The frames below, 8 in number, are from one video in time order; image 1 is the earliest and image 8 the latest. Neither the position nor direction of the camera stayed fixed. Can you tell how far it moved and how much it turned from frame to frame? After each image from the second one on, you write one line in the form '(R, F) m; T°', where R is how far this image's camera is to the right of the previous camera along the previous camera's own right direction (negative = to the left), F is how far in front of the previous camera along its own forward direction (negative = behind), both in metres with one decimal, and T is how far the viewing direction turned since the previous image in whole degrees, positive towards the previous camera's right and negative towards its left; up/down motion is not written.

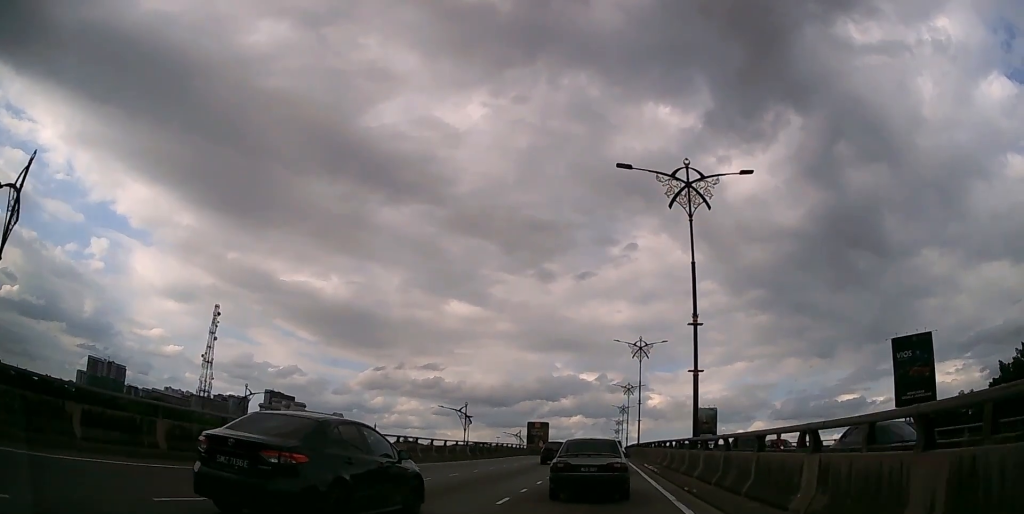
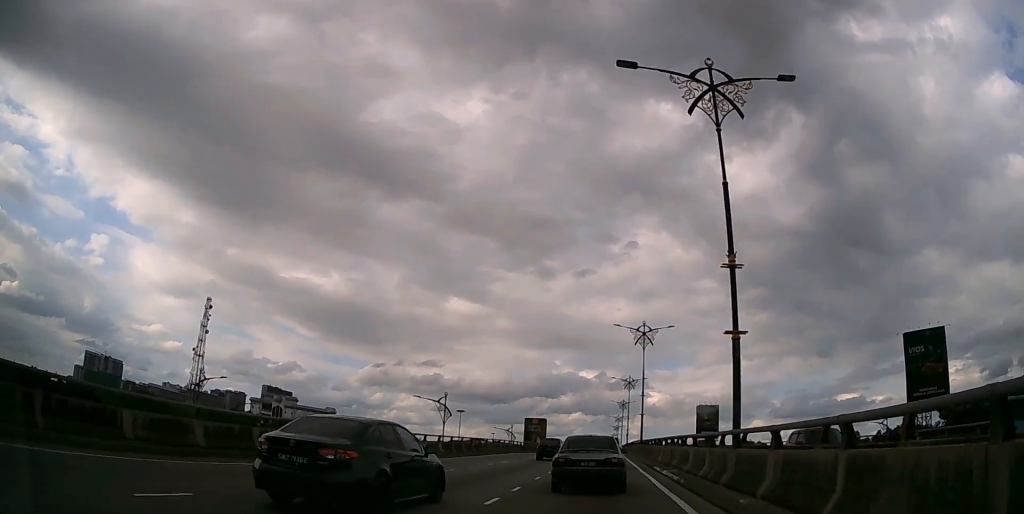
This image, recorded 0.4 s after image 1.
(0.0, +6.8) m; 0°
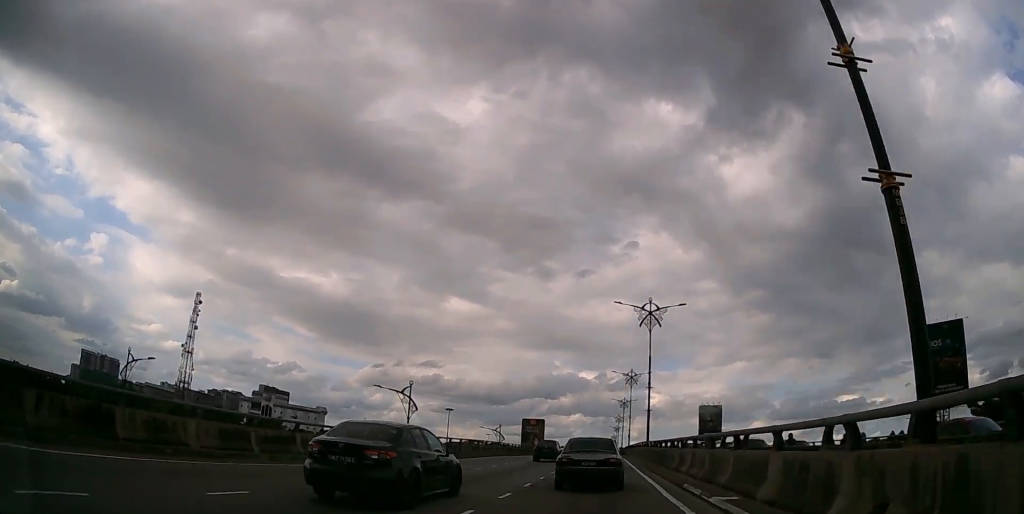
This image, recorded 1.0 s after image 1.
(0.0, +9.0) m; 0°
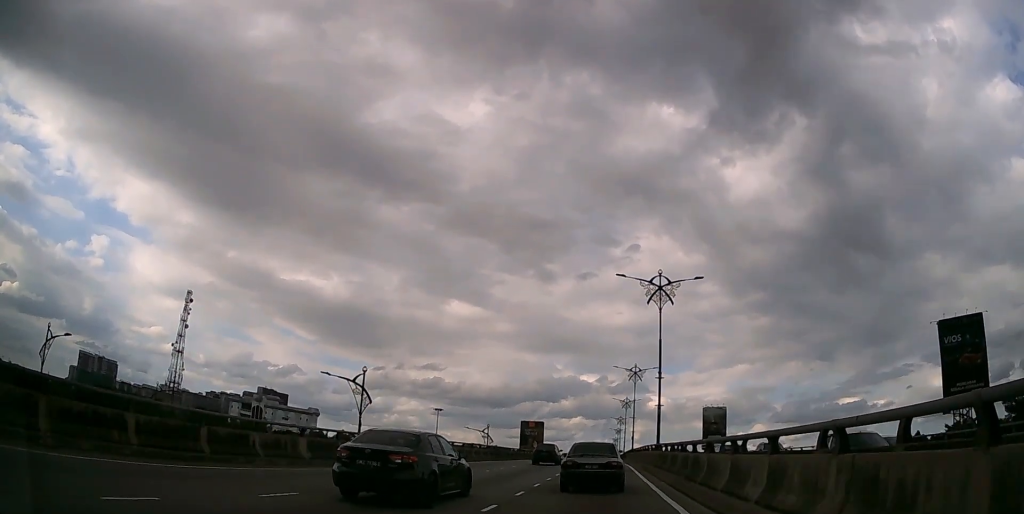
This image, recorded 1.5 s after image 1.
(0.0, +8.8) m; 0°
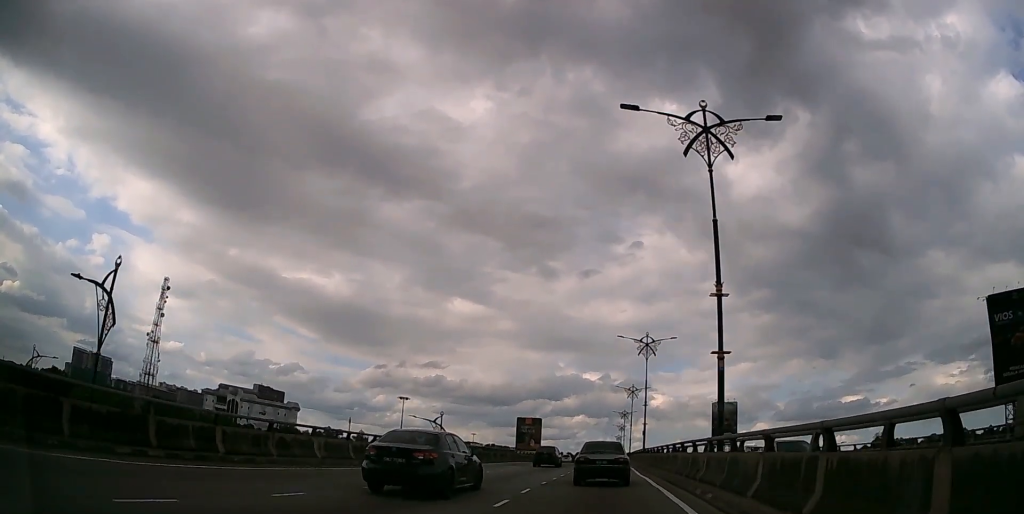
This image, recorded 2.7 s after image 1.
(0.0, +20.8) m; 0°
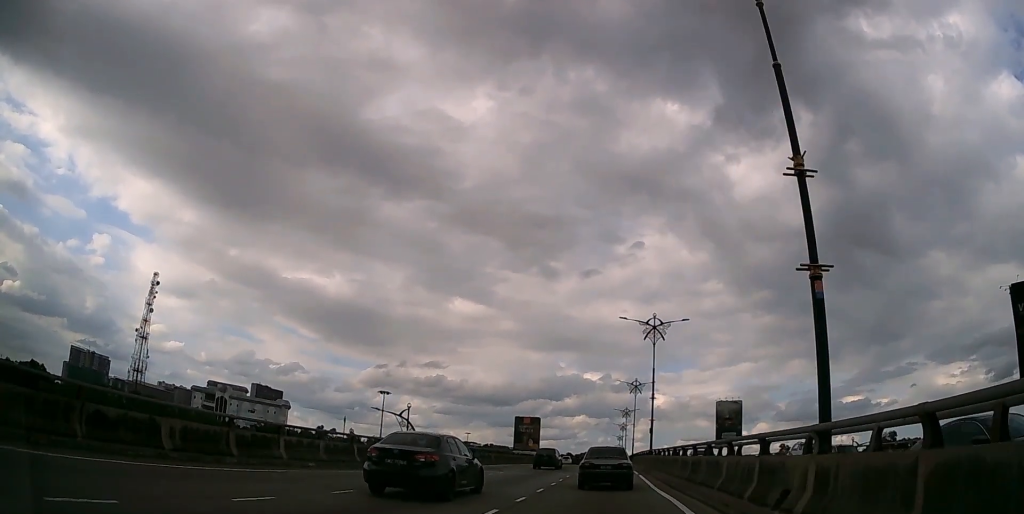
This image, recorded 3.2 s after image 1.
(0.0, +8.0) m; 0°
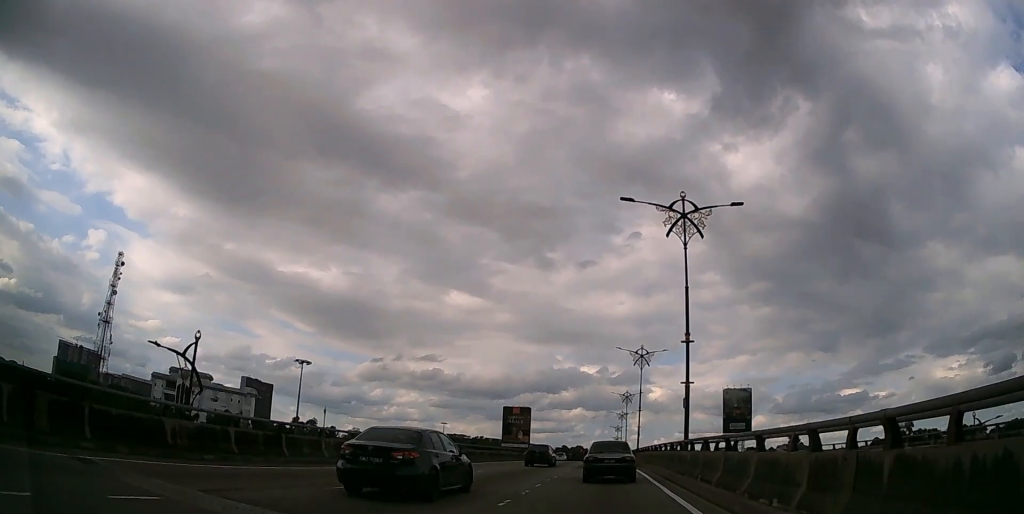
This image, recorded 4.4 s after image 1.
(0.0, +23.5) m; 0°
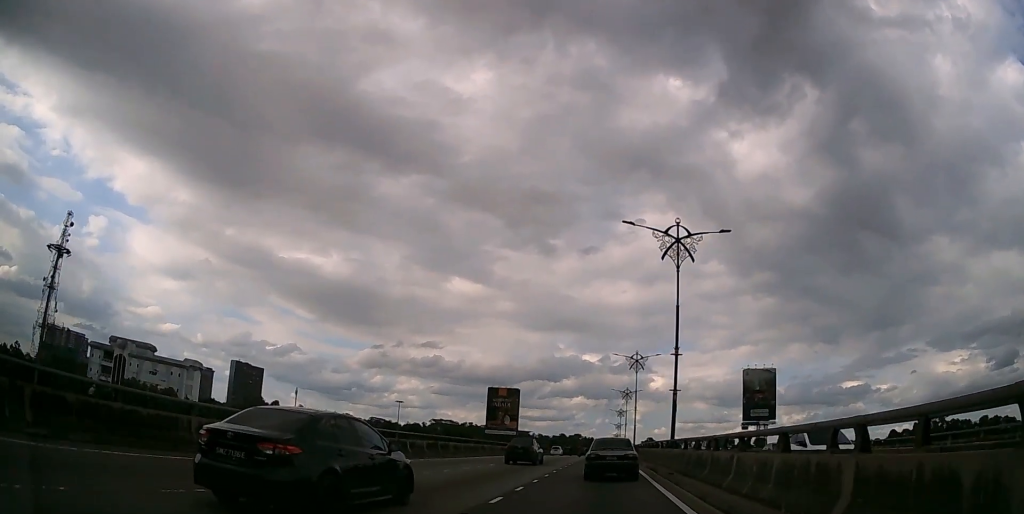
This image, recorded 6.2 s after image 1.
(+0.1, +34.8) m; 0°
